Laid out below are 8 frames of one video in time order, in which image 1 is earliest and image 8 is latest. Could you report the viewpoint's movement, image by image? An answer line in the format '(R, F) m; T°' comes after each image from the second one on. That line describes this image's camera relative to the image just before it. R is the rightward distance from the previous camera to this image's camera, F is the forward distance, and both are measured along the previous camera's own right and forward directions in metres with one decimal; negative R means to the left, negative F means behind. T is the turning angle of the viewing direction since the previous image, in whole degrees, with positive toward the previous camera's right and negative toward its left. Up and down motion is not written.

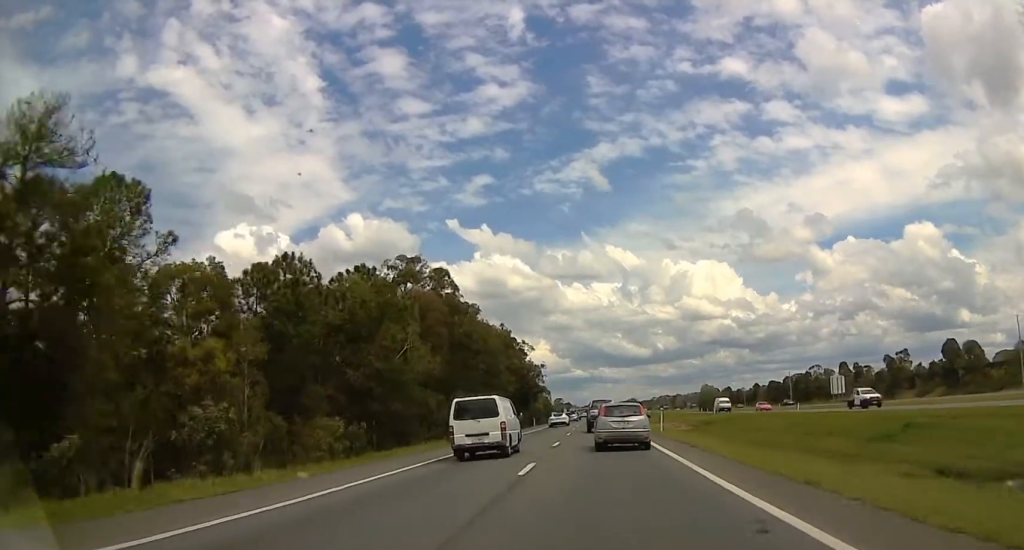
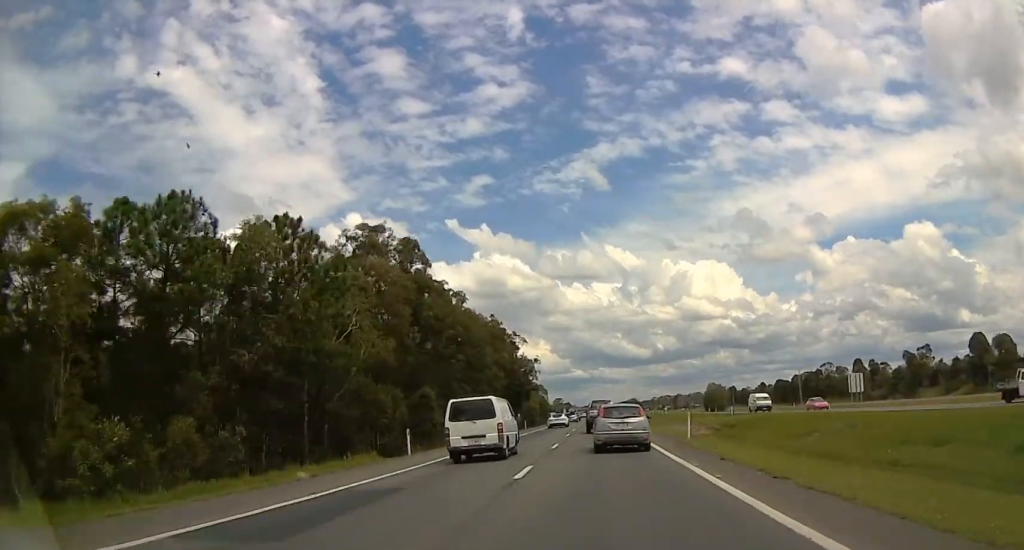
(+0.6, +13.0) m; 0°
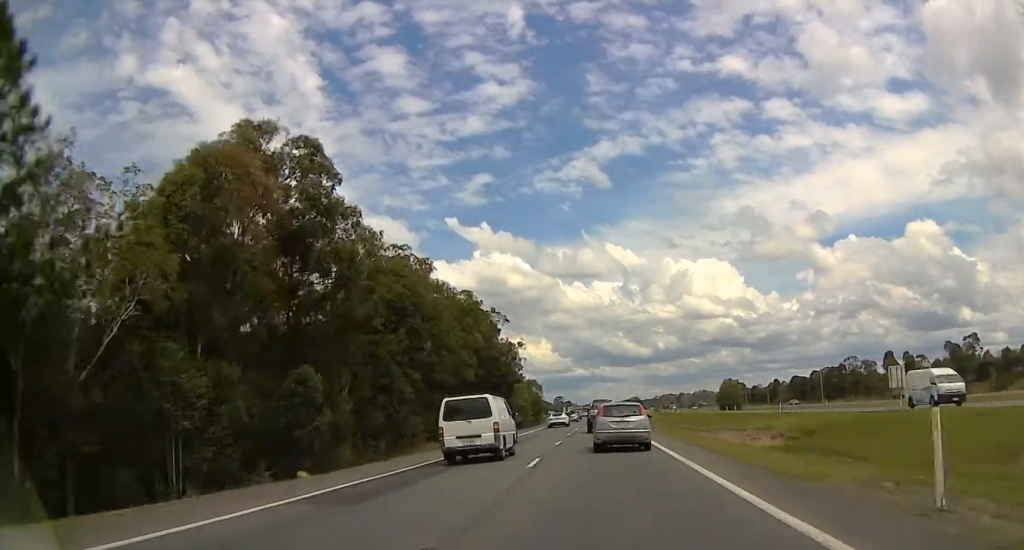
(-0.2, +23.0) m; 0°
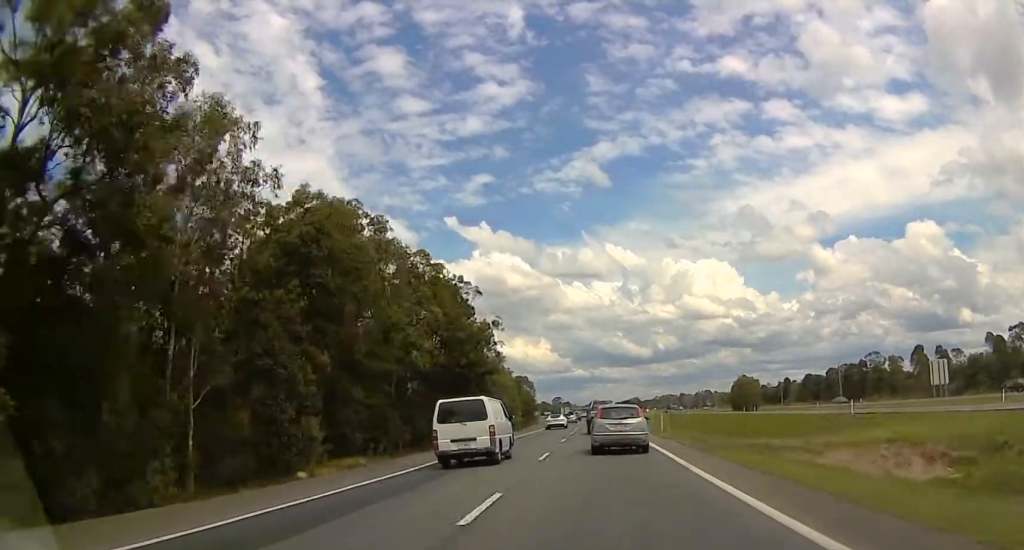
(-0.4, +19.2) m; 0°
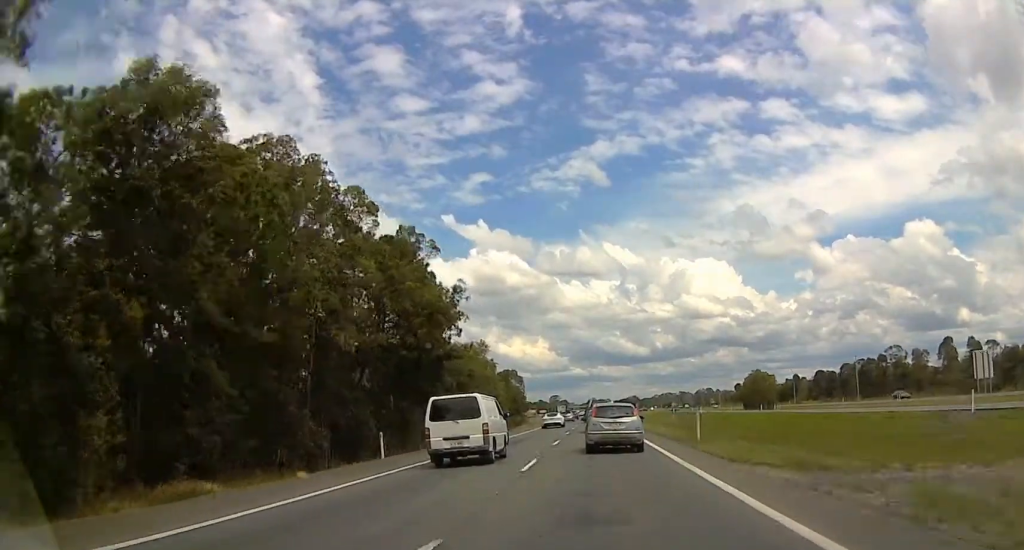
(+0.9, +16.3) m; 0°
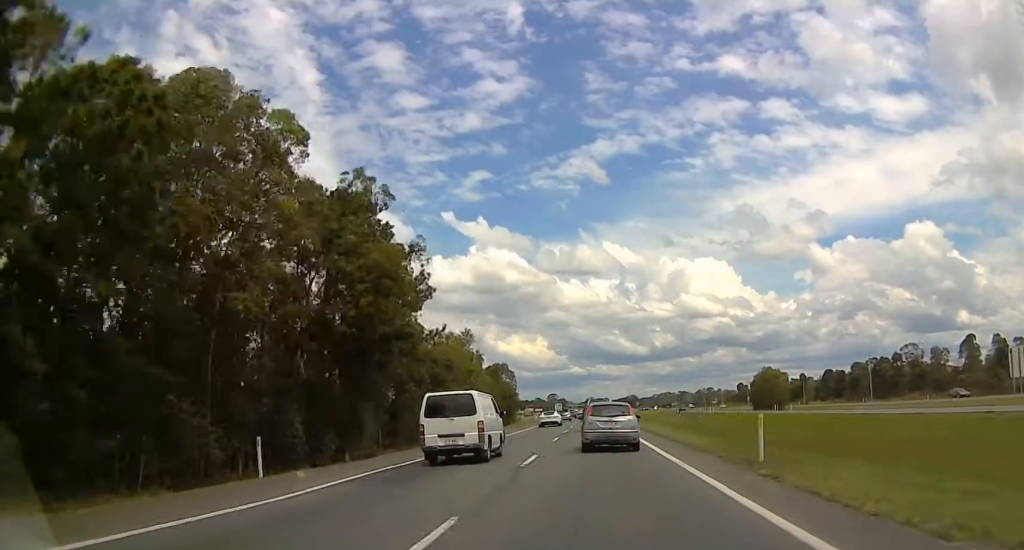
(0.0, +10.9) m; 0°
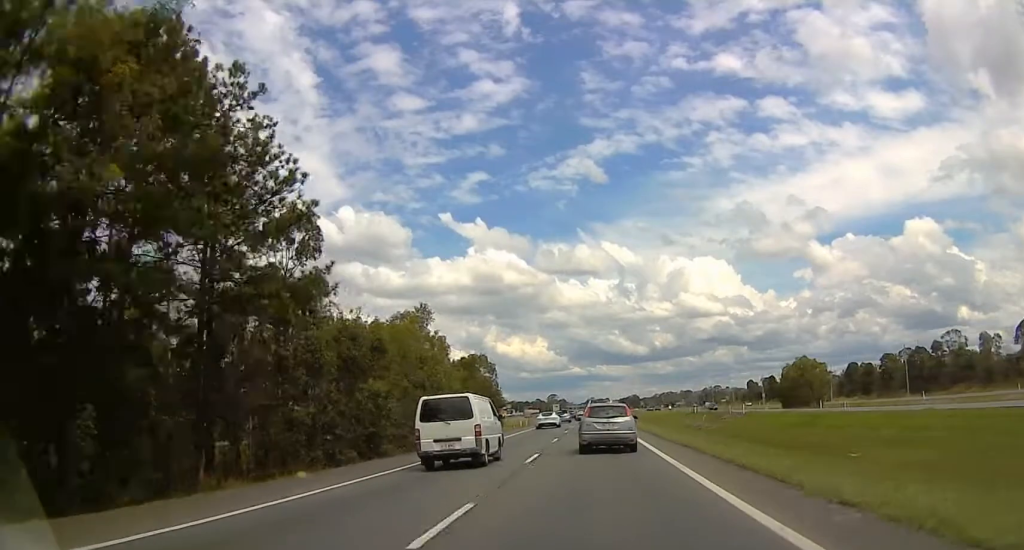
(-1.2, +22.7) m; 0°
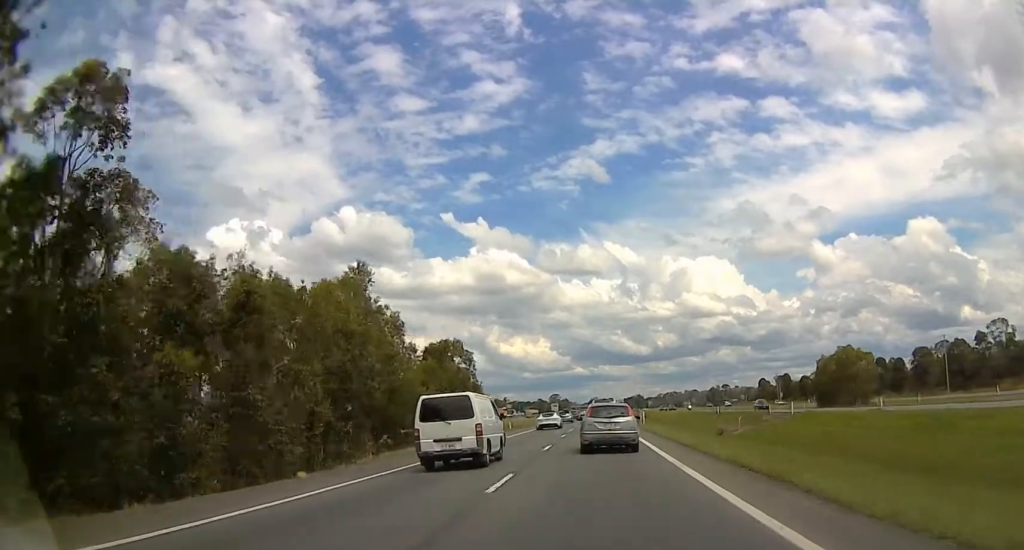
(+0.9, +19.0) m; 0°
